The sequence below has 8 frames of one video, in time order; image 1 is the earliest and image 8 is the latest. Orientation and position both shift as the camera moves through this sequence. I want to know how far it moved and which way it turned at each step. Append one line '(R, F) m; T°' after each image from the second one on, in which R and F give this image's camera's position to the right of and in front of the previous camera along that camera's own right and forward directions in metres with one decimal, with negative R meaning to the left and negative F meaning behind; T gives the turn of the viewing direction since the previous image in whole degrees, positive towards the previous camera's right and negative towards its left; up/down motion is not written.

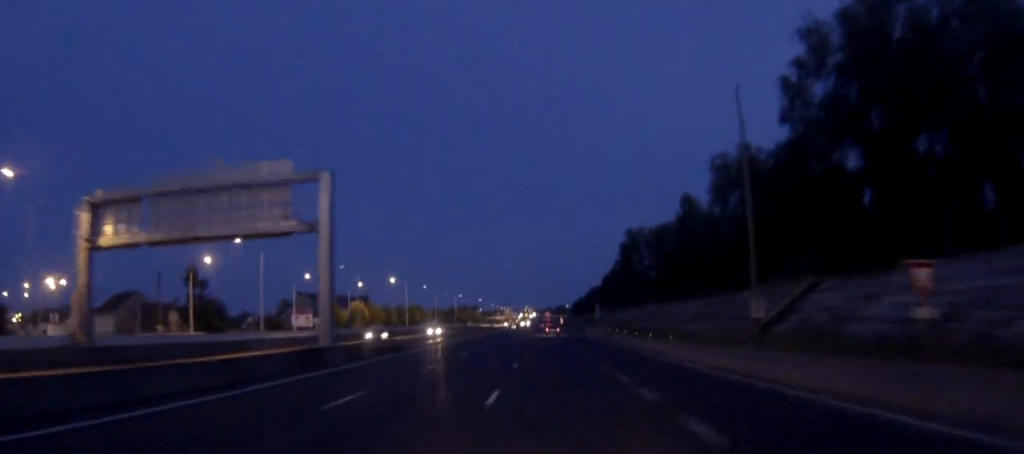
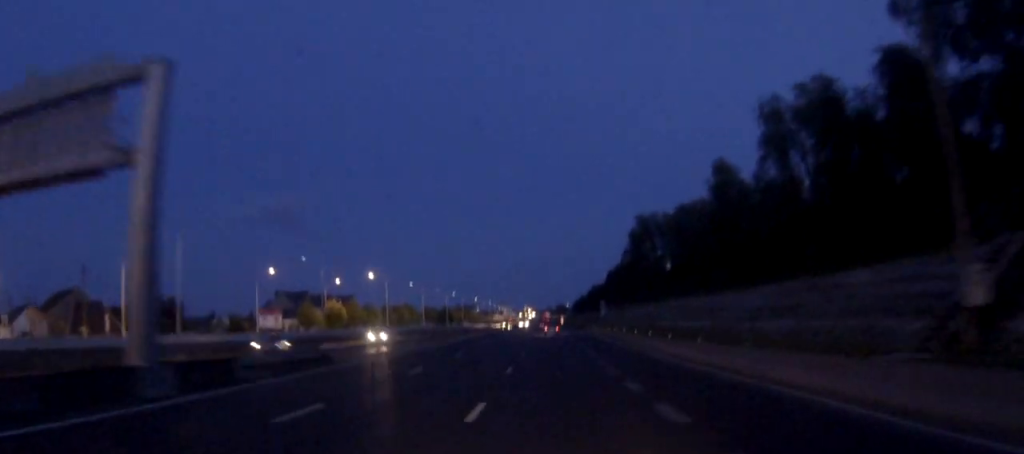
(0.0, +16.0) m; 0°
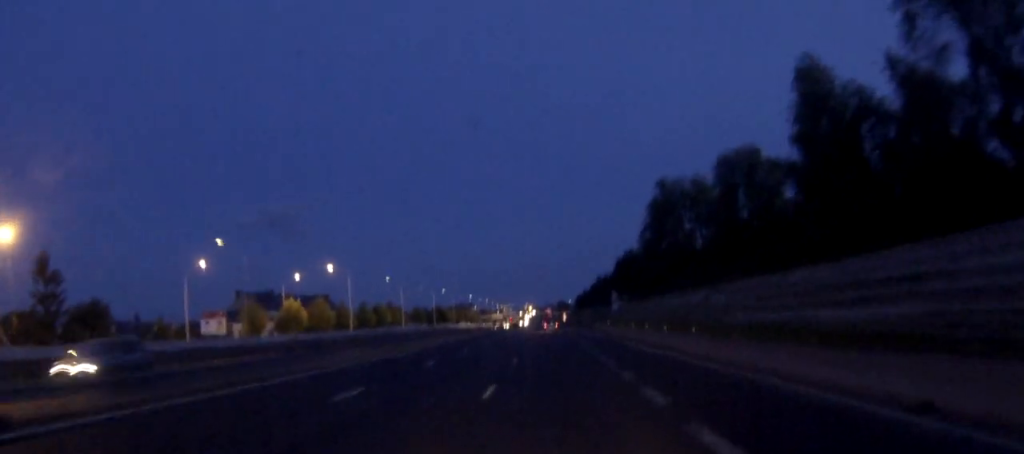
(0.0, +22.4) m; 0°
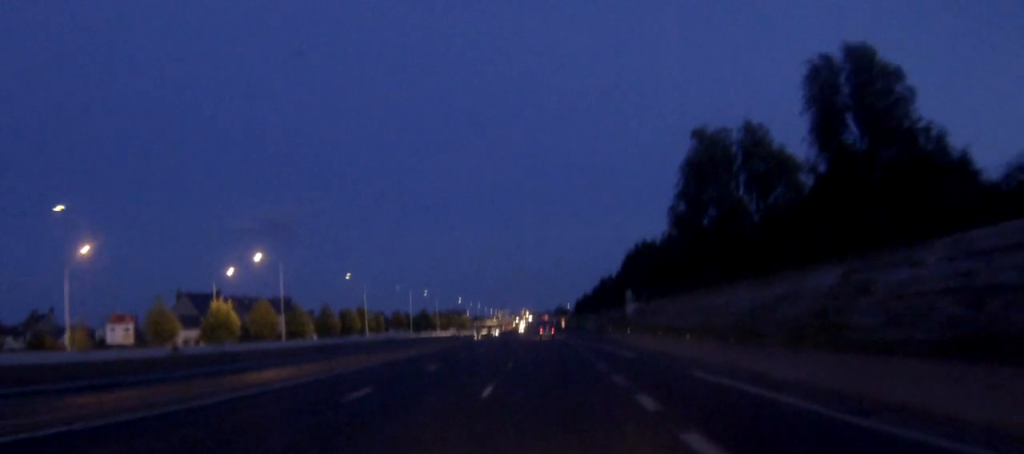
(0.0, +24.2) m; 0°
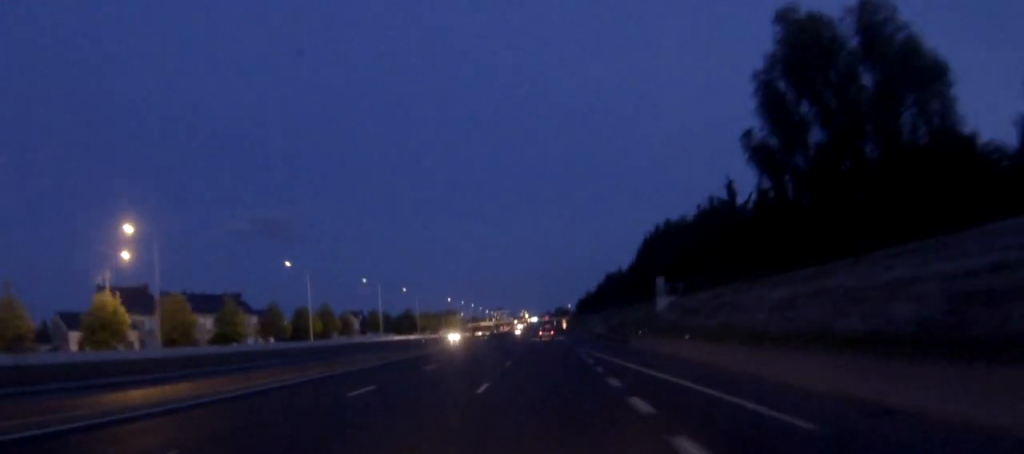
(0.0, +25.0) m; 0°
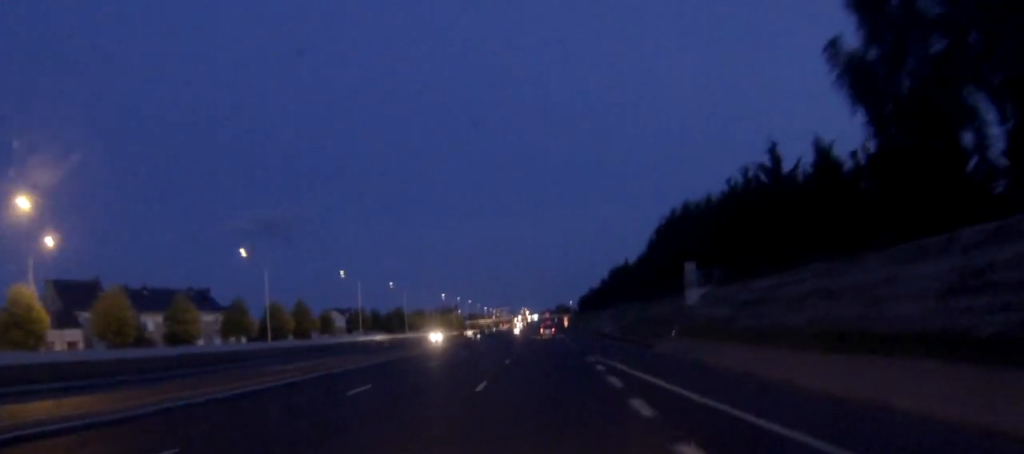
(0.0, +13.0) m; 0°
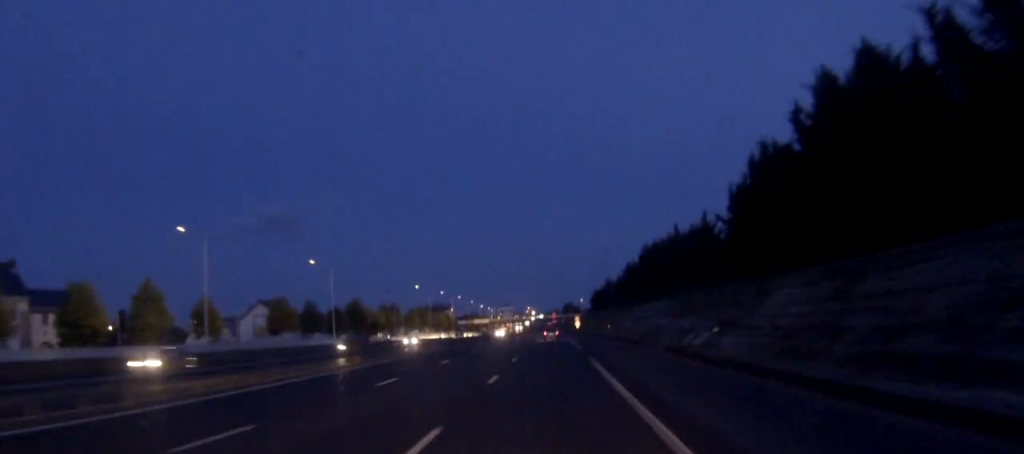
(-0.2, +49.4) m; 0°
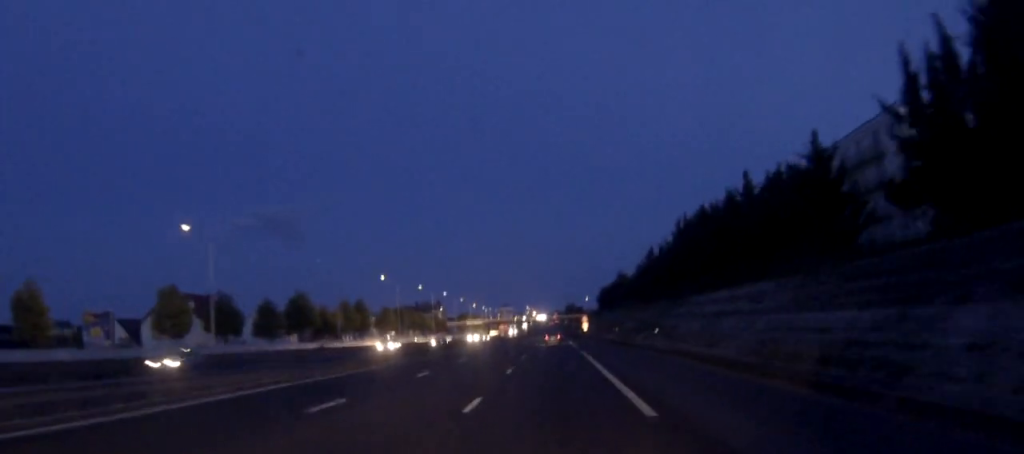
(0.0, +33.0) m; 0°
